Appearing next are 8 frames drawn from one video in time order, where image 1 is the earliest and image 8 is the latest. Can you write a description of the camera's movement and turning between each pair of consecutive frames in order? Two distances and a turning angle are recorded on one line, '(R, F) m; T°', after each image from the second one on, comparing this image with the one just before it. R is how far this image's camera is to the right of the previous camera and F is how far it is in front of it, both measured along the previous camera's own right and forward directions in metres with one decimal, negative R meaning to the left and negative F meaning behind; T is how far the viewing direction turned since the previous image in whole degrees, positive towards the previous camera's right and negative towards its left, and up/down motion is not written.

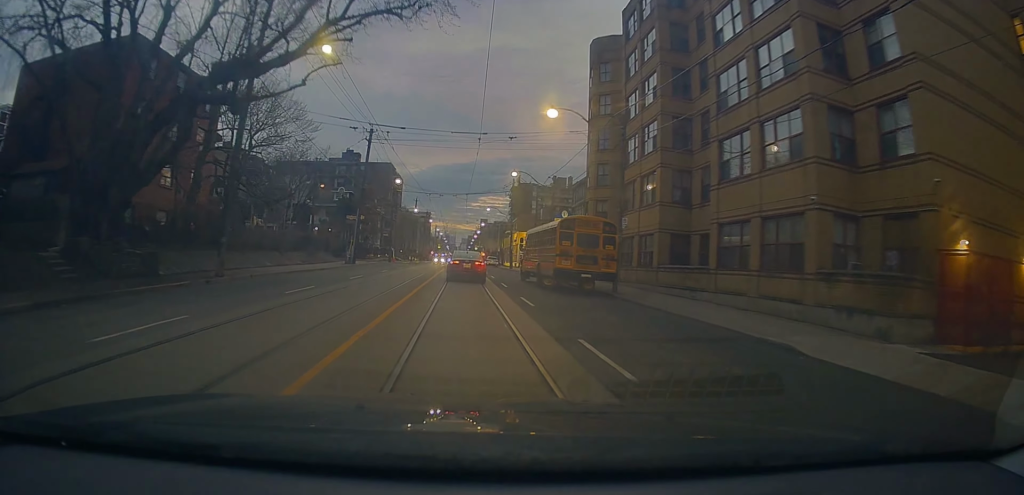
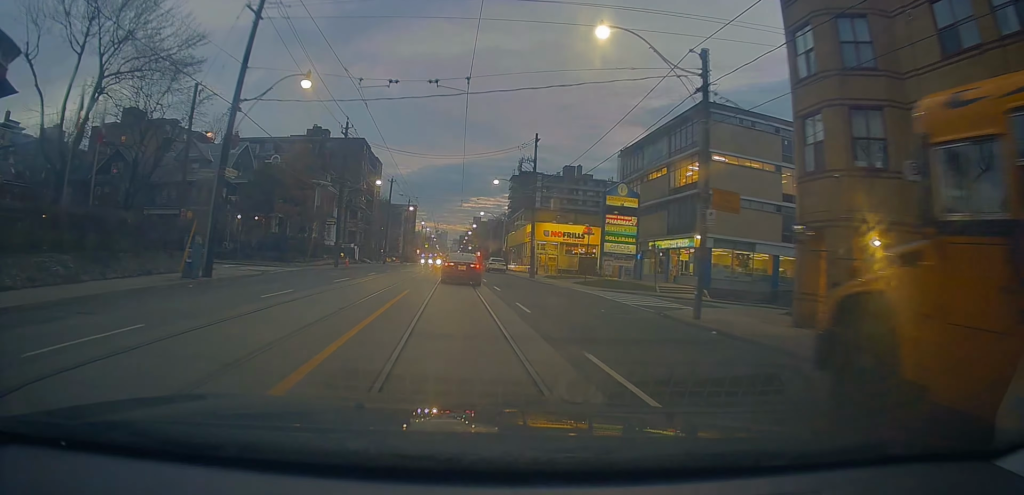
(+1.8, +28.6) m; +3°
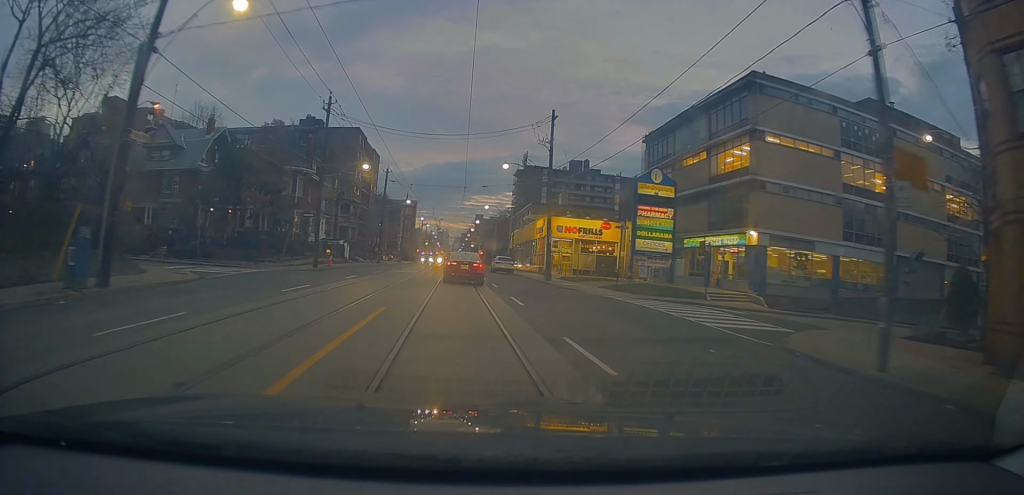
(-0.1, +7.2) m; -1°
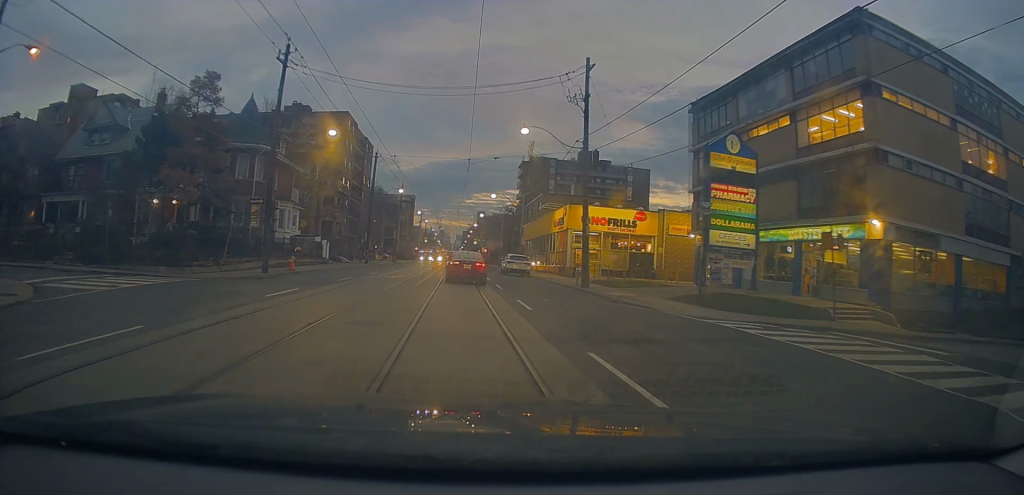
(0.0, +10.6) m; +2°
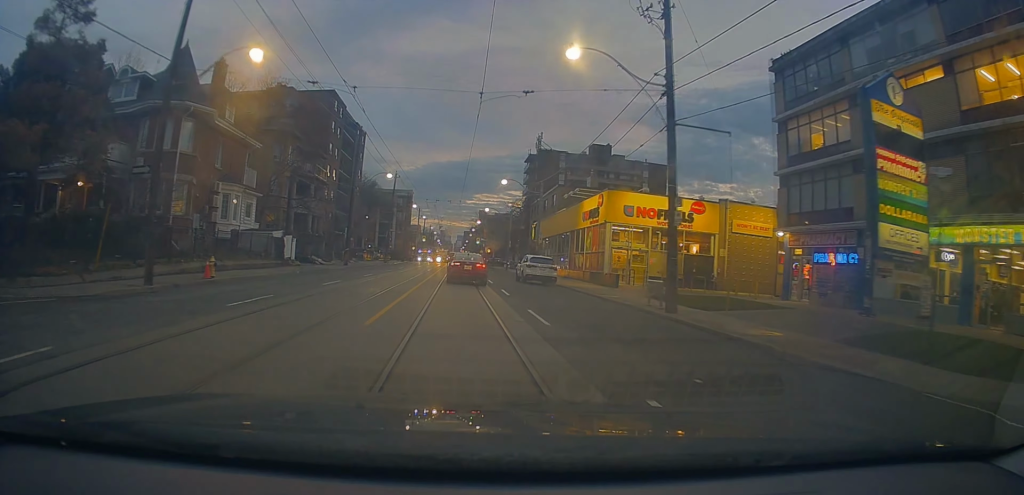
(+0.3, +11.5) m; -3°
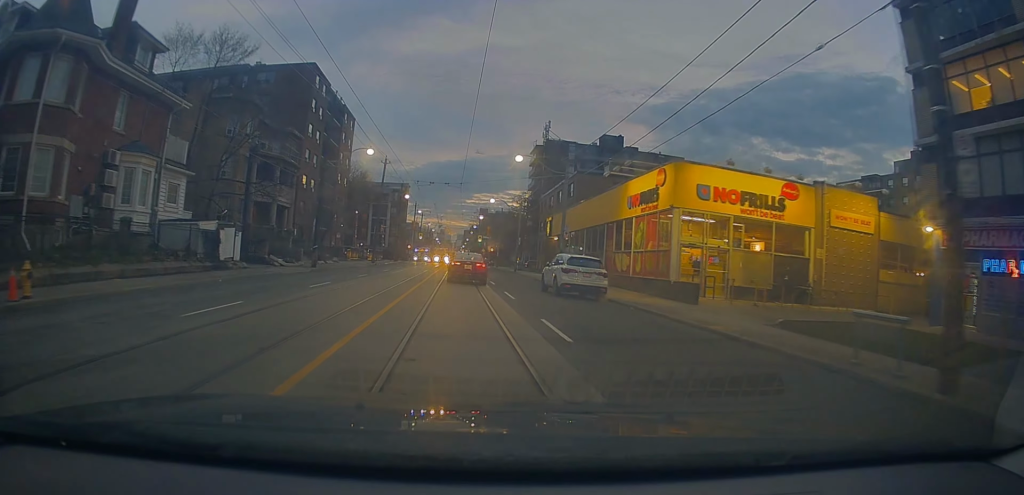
(-1.0, +10.7) m; 0°
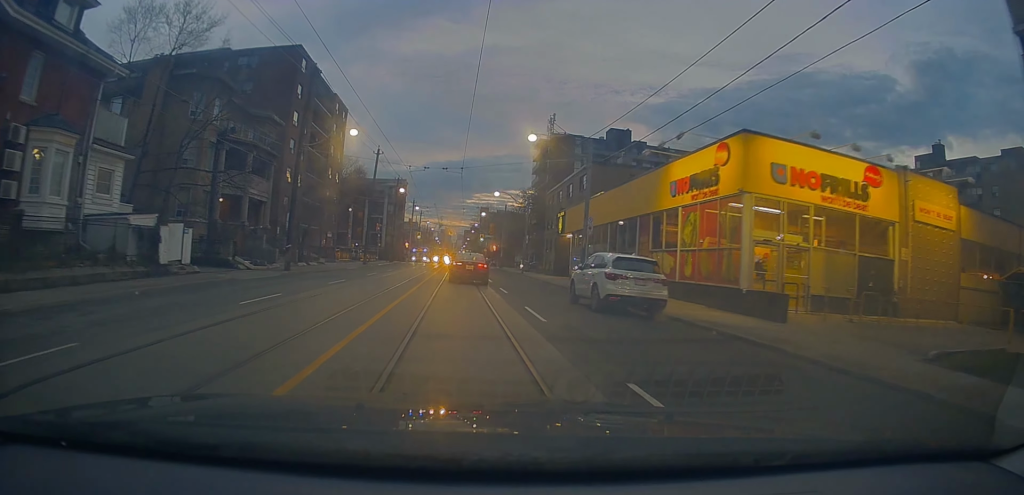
(+0.6, +6.1) m; +3°
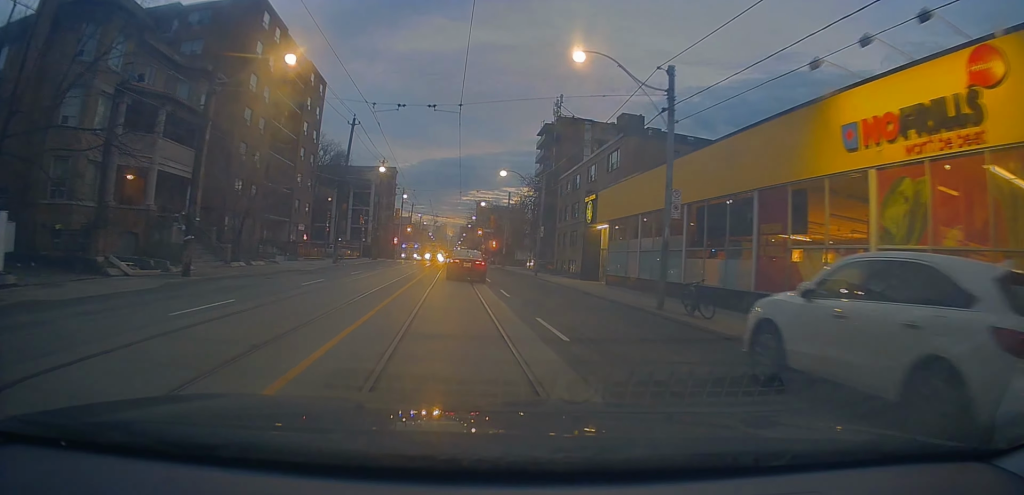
(+0.6, +11.9) m; +2°
